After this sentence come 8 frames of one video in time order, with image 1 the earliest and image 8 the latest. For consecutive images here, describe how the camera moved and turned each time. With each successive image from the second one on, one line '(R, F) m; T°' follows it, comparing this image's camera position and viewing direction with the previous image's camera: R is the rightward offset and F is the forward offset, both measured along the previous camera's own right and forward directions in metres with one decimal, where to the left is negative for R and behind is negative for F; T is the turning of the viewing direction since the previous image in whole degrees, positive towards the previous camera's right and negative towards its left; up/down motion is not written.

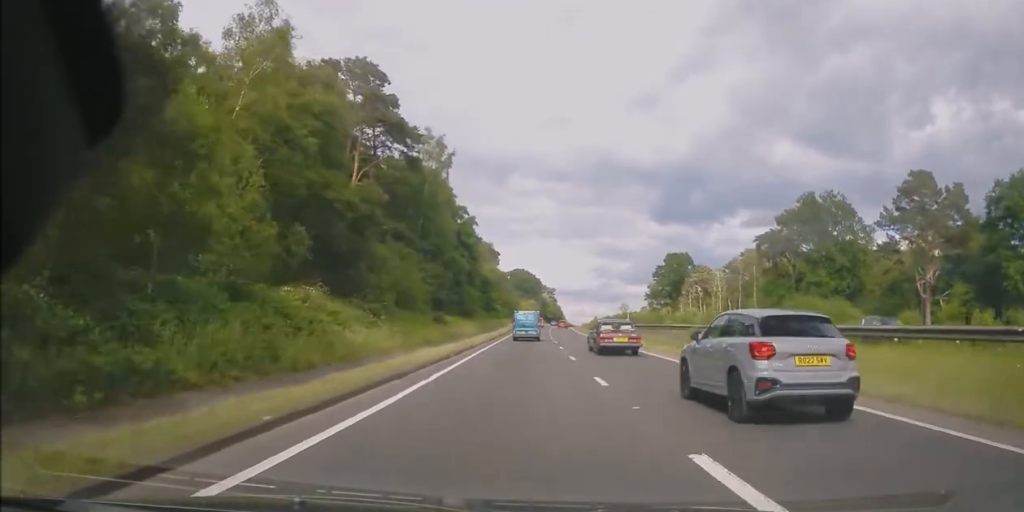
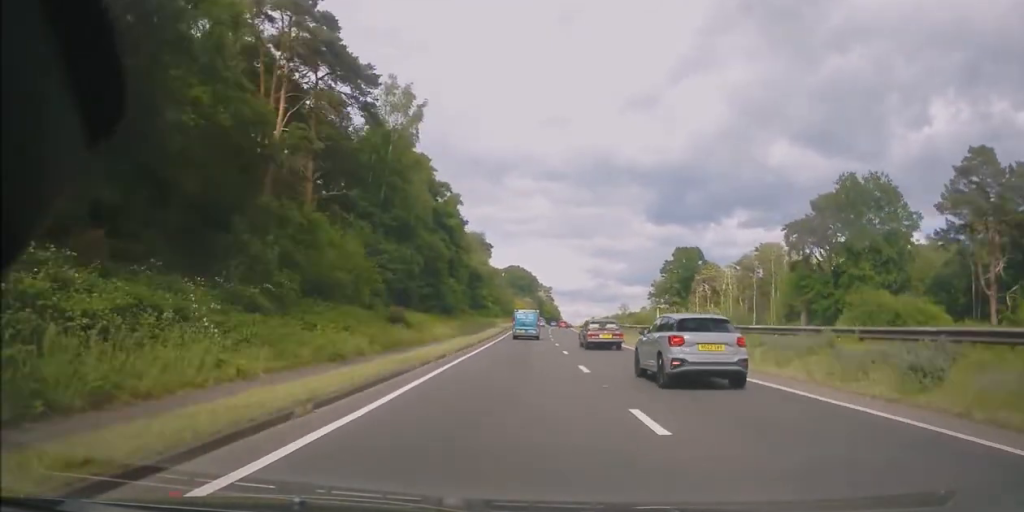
(+0.4, +14.8) m; +1°
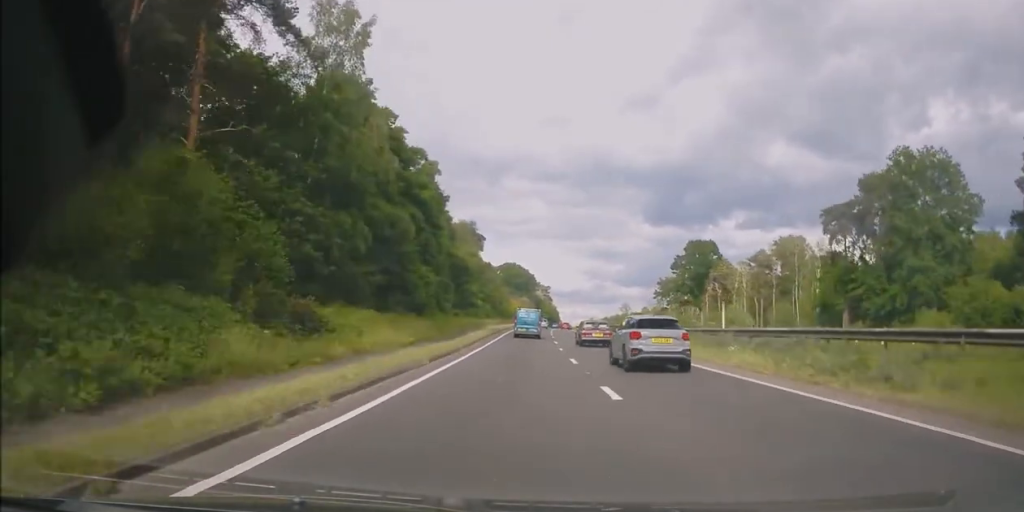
(+0.2, +14.9) m; +1°
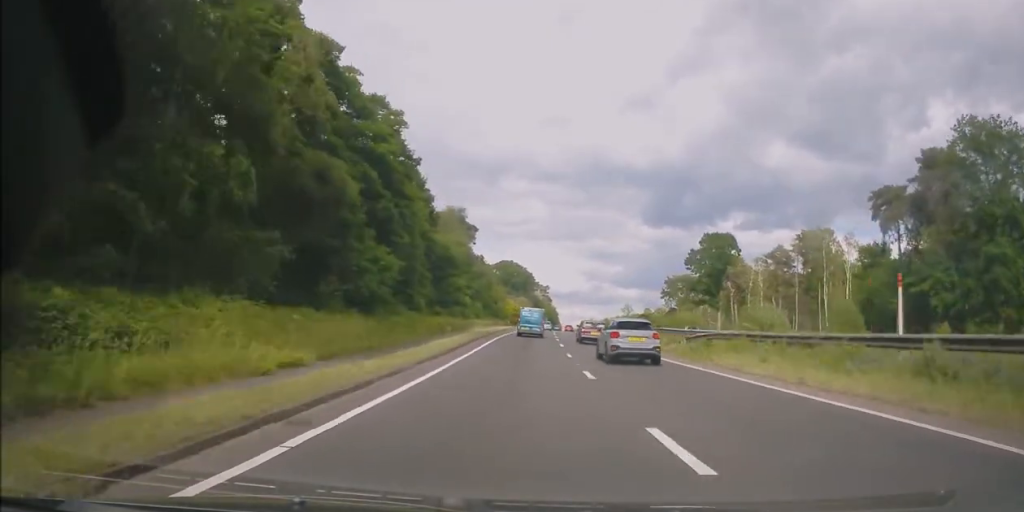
(+0.2, +14.2) m; -1°
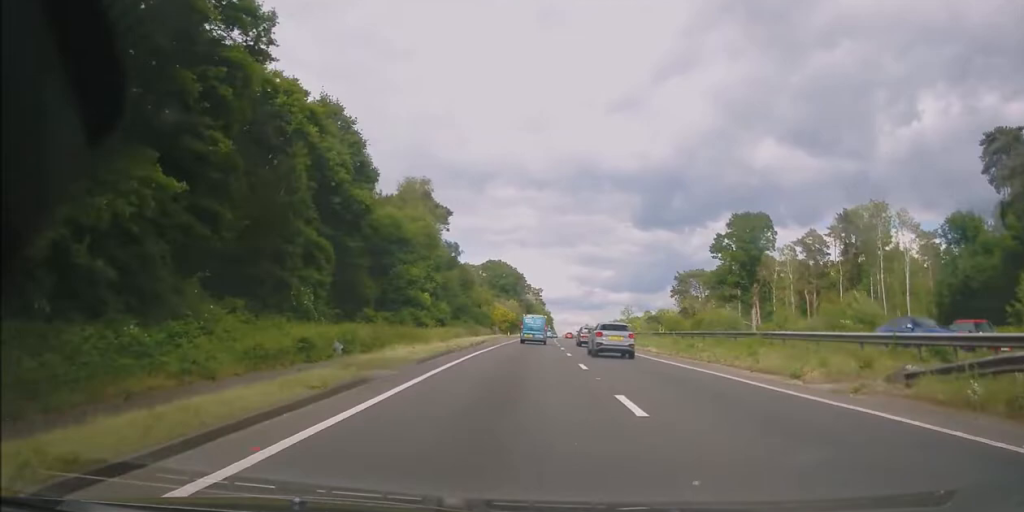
(-0.5, +23.6) m; -1°
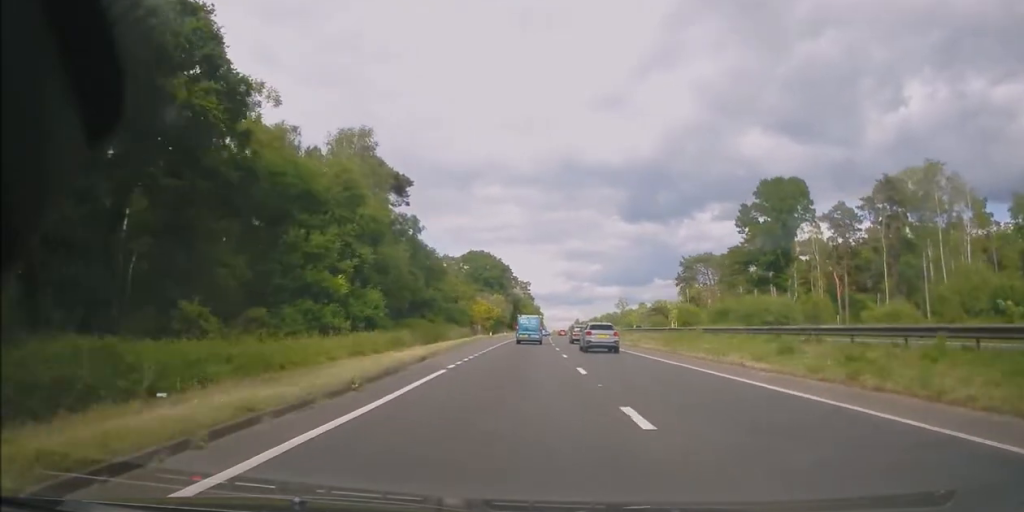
(+0.2, +18.6) m; +1°
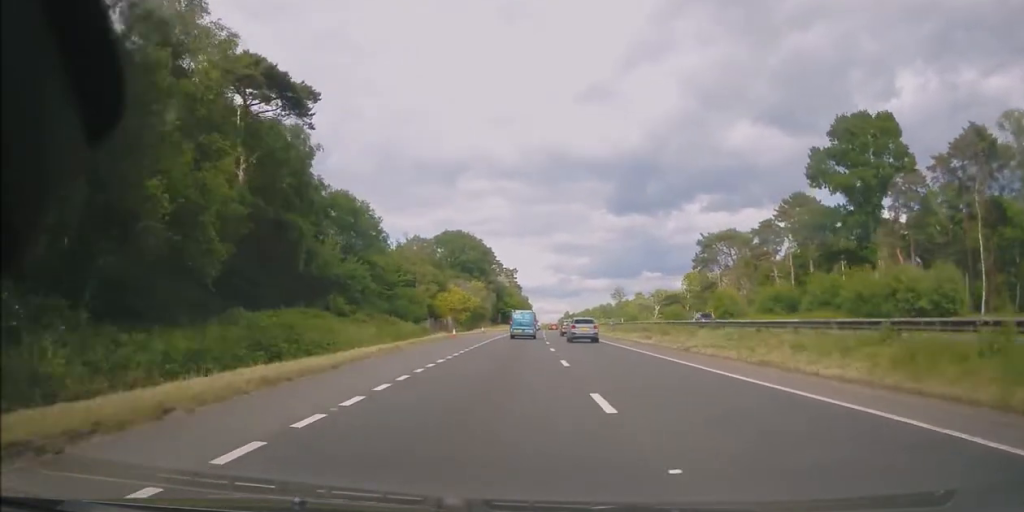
(+0.6, +25.6) m; +1°
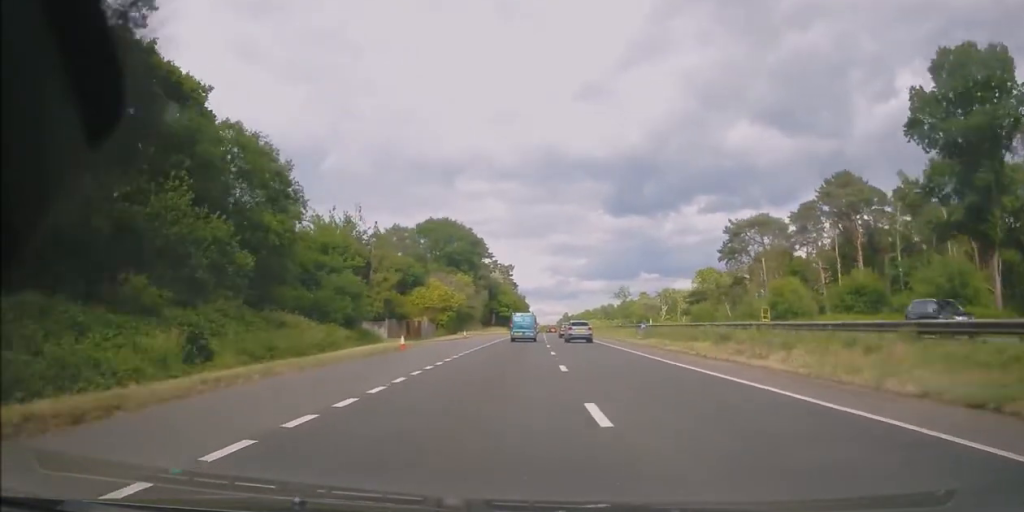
(-0.1, +18.8) m; +1°
